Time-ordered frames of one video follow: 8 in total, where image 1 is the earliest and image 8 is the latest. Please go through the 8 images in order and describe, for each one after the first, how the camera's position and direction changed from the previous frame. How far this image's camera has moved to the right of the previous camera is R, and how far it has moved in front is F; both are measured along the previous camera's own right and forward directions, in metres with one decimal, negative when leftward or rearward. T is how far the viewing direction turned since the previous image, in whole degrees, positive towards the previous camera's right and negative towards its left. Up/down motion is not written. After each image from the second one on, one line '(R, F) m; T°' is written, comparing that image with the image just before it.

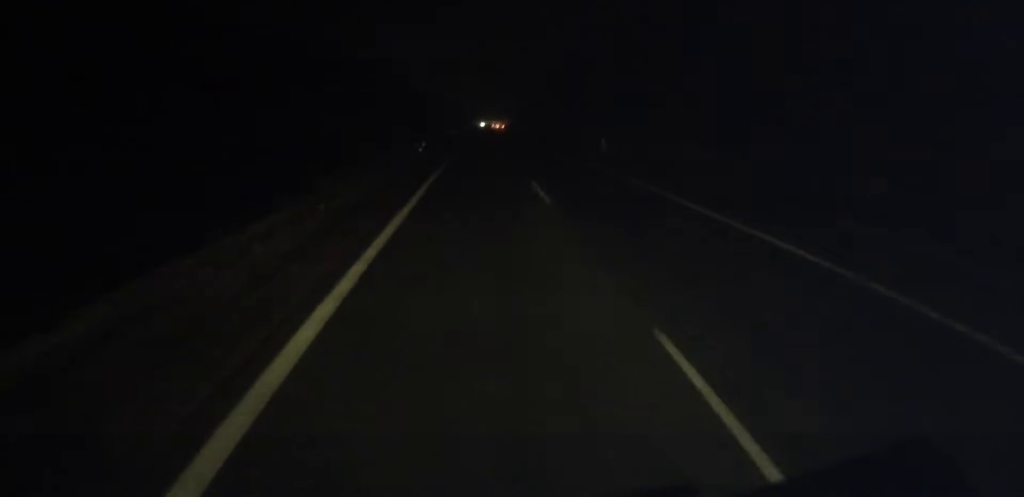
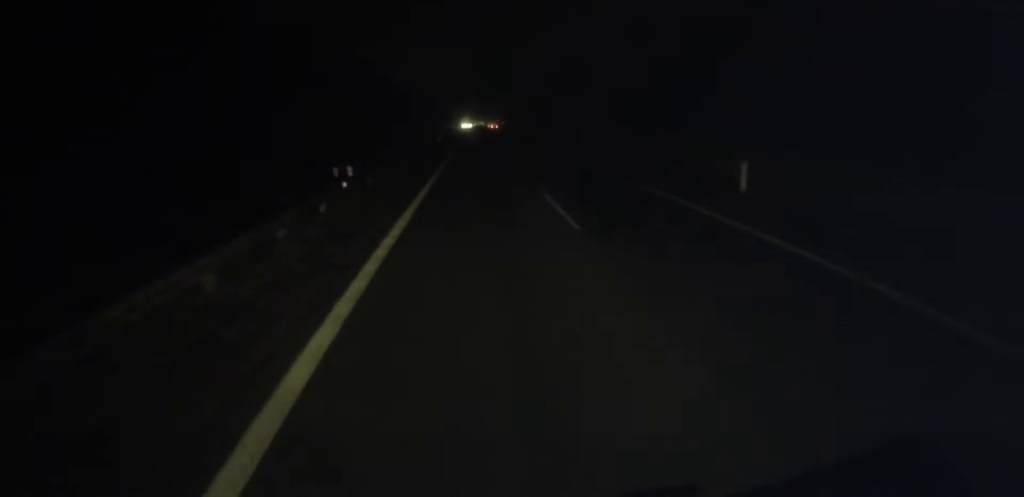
(+0.3, +77.7) m; 0°
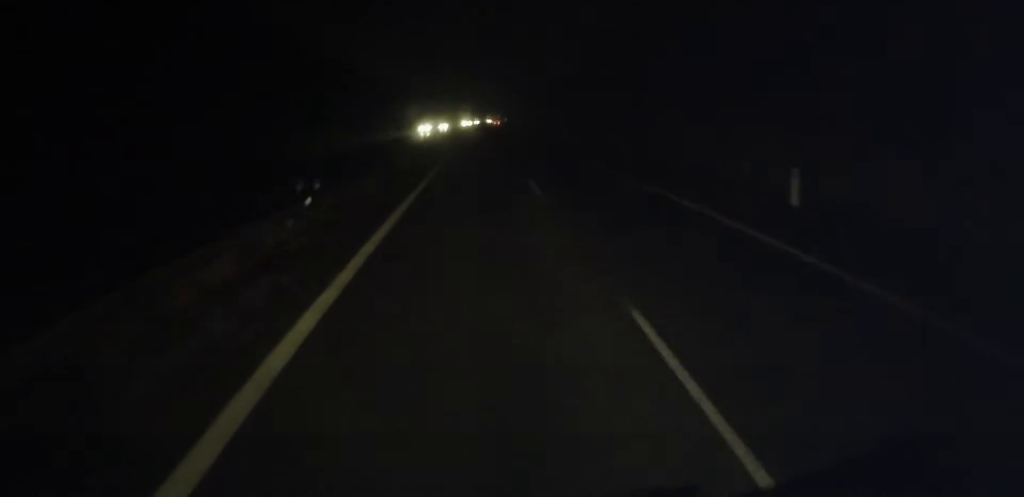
(+0.4, +103.8) m; 0°
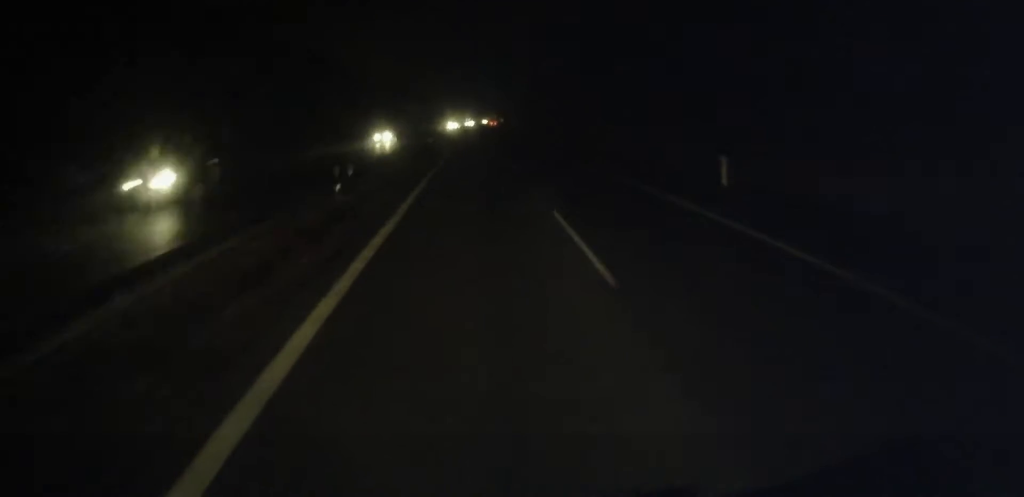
(0.0, +47.2) m; 0°
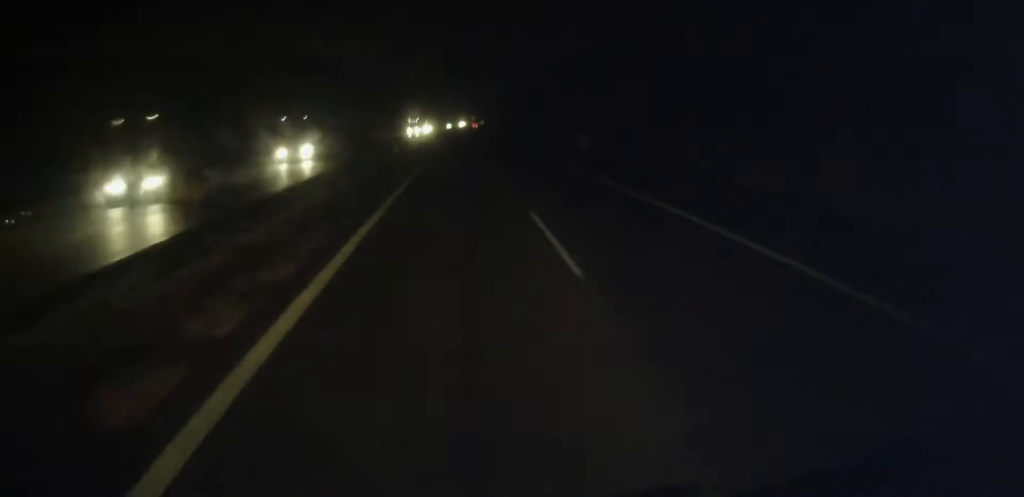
(+1.4, +124.1) m; +2°
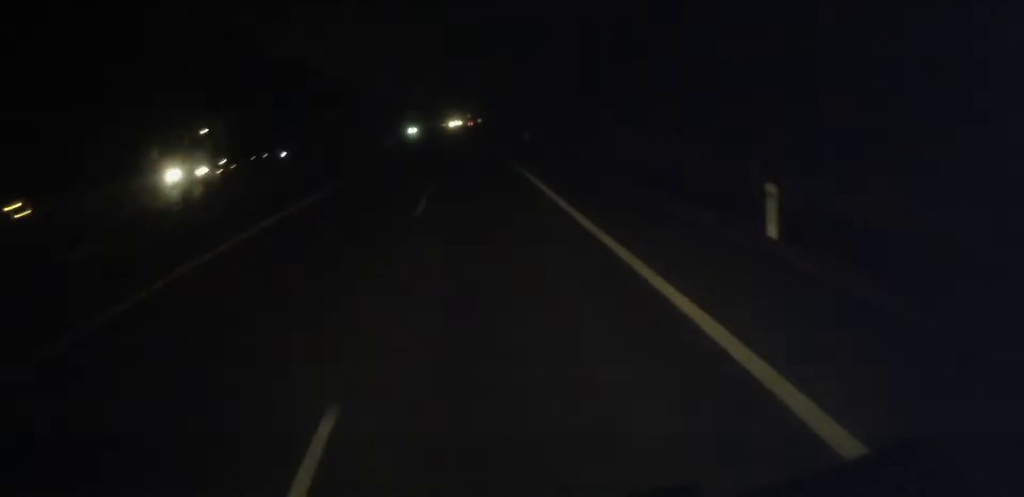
(+1.5, +78.8) m; +1°
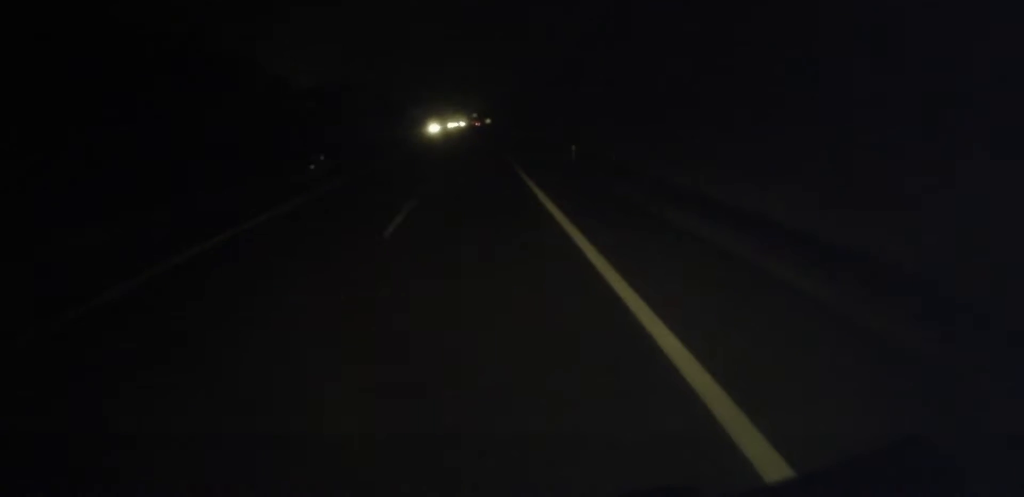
(-1.1, +125.3) m; 0°
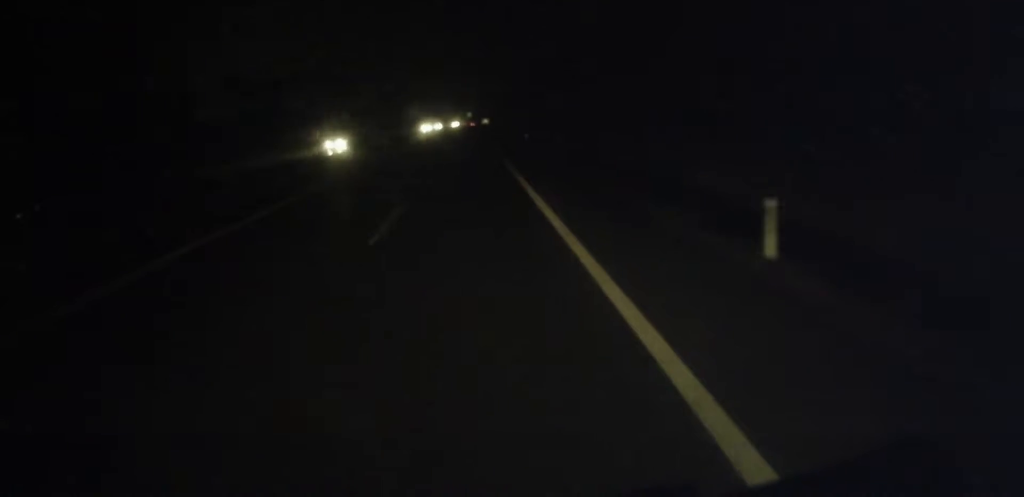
(0.0, +71.9) m; 0°
